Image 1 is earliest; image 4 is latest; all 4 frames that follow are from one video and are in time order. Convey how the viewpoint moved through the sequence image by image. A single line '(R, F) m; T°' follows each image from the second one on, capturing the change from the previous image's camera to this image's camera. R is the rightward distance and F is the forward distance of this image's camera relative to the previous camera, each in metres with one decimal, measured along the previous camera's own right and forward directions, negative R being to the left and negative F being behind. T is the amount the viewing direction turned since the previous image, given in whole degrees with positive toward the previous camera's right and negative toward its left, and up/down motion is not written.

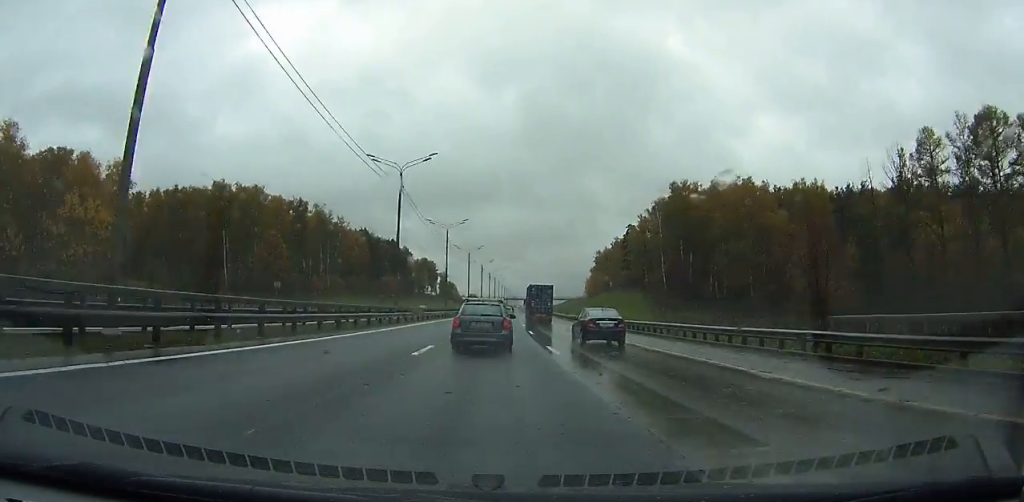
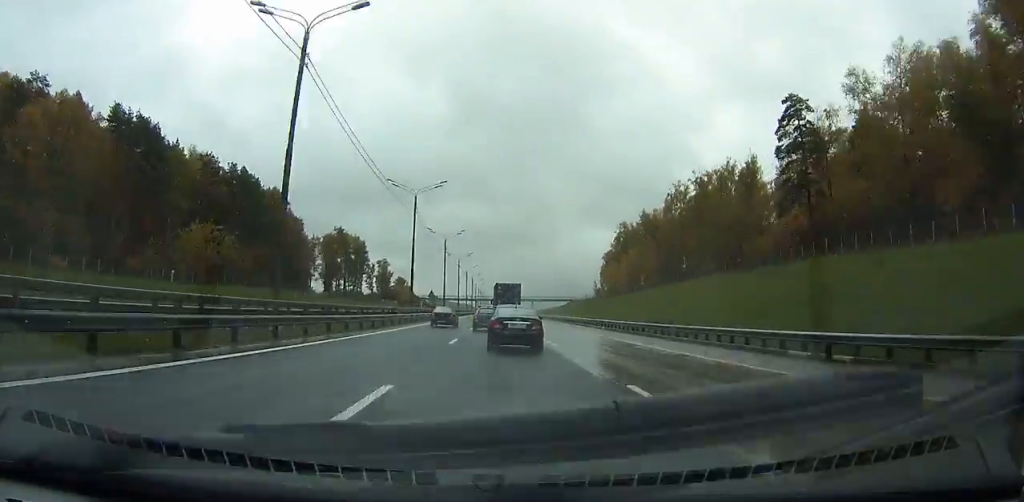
(+4.8, +138.8) m; +3°
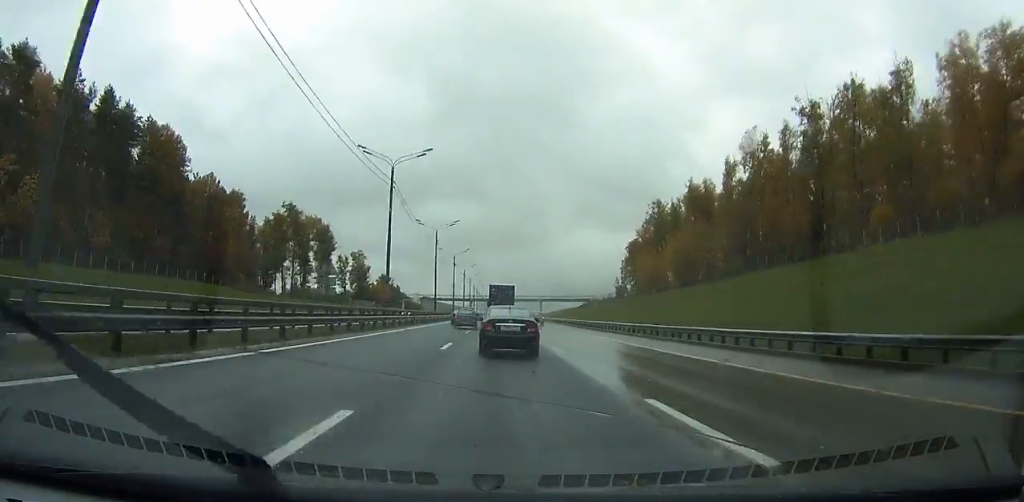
(+0.2, +50.0) m; 0°
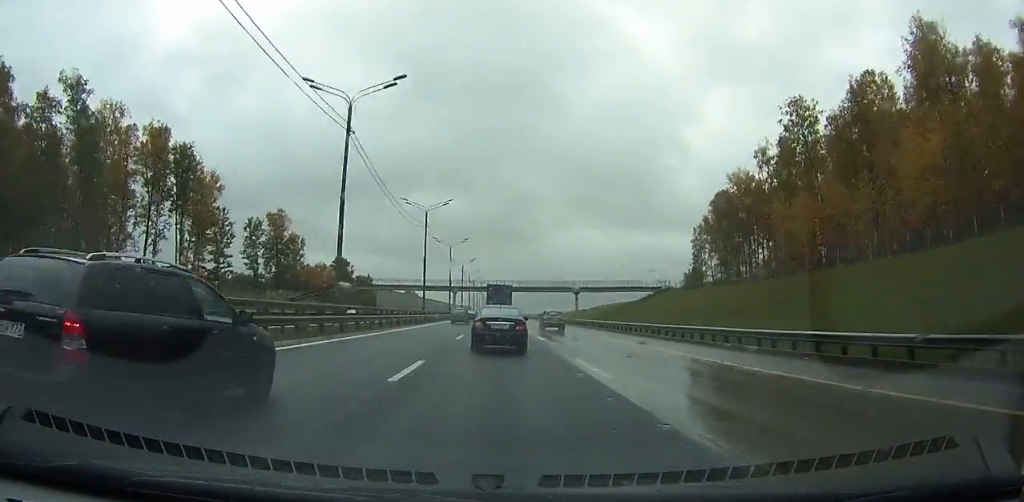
(+0.2, +88.5) m; 0°
